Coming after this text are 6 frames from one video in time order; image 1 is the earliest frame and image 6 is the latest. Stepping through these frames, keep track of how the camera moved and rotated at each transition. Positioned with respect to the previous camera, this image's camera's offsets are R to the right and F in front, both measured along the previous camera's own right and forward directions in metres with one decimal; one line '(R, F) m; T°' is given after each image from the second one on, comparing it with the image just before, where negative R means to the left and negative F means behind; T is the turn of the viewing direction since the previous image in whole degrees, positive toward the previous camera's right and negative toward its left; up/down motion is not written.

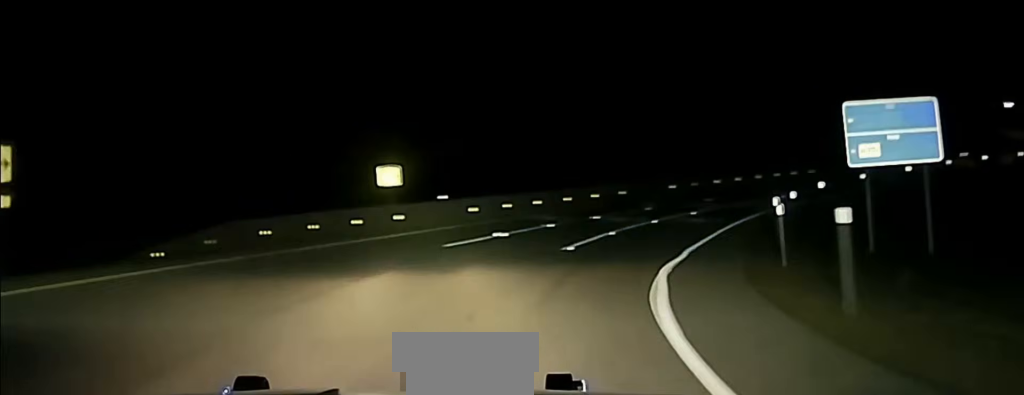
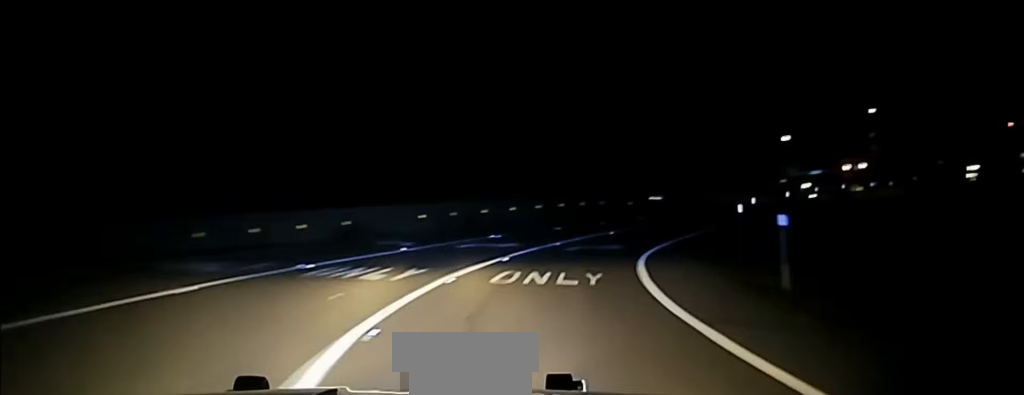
(+3.0, +19.3) m; +19°
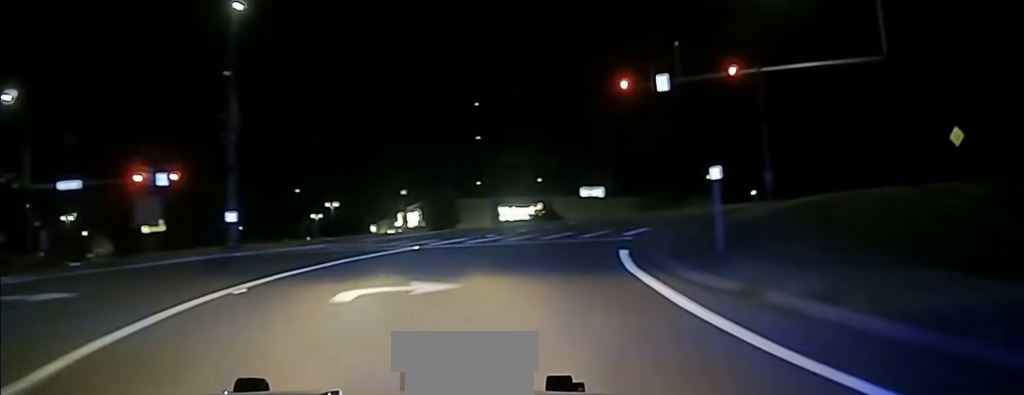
(+38.0, +68.6) m; +51°
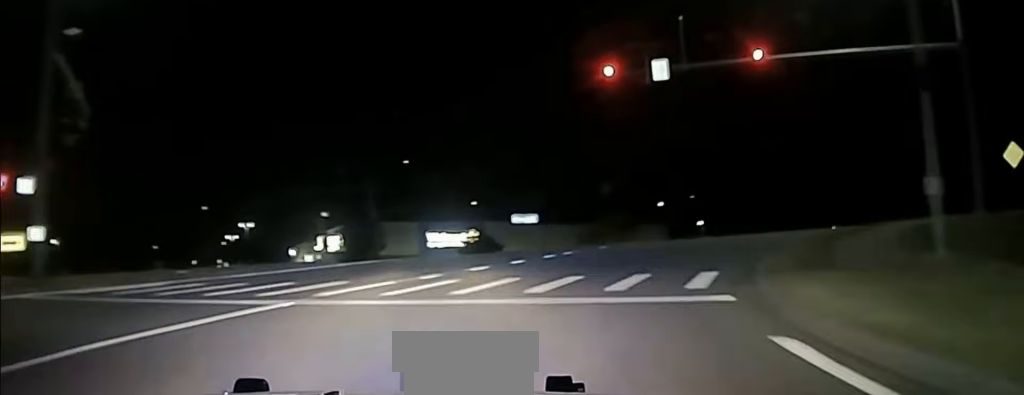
(+0.6, +13.0) m; +6°
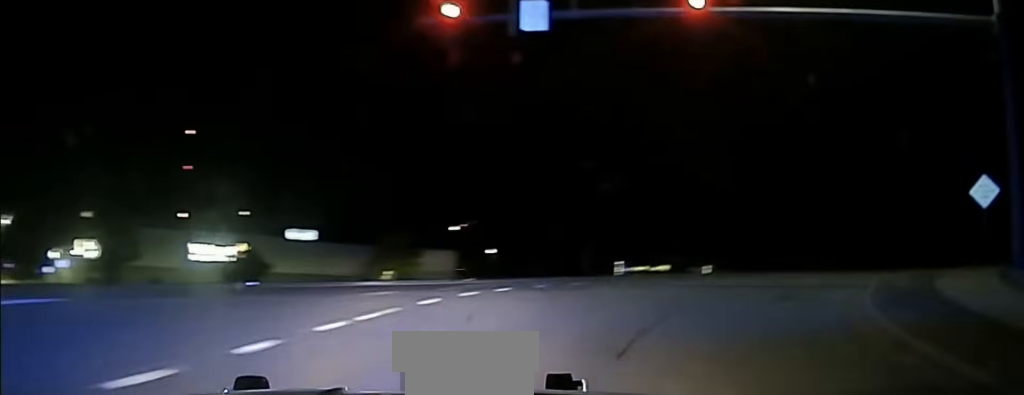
(+1.1, +15.4) m; +8°
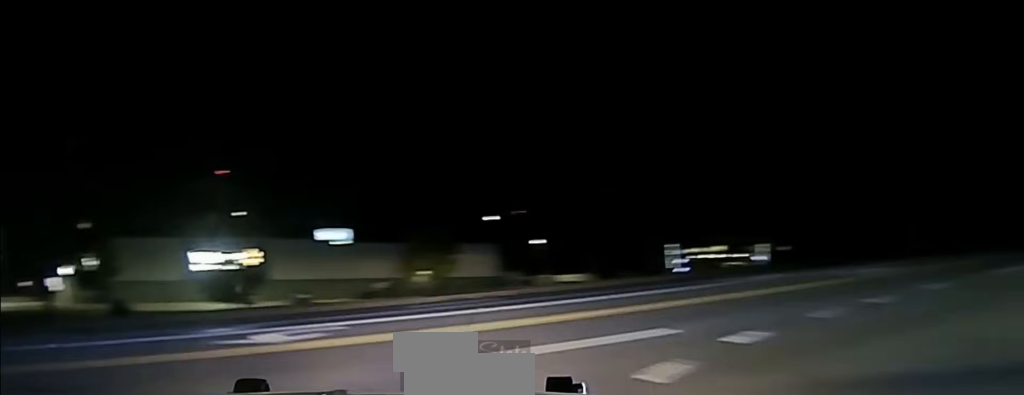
(+1.1, +13.6) m; -3°
